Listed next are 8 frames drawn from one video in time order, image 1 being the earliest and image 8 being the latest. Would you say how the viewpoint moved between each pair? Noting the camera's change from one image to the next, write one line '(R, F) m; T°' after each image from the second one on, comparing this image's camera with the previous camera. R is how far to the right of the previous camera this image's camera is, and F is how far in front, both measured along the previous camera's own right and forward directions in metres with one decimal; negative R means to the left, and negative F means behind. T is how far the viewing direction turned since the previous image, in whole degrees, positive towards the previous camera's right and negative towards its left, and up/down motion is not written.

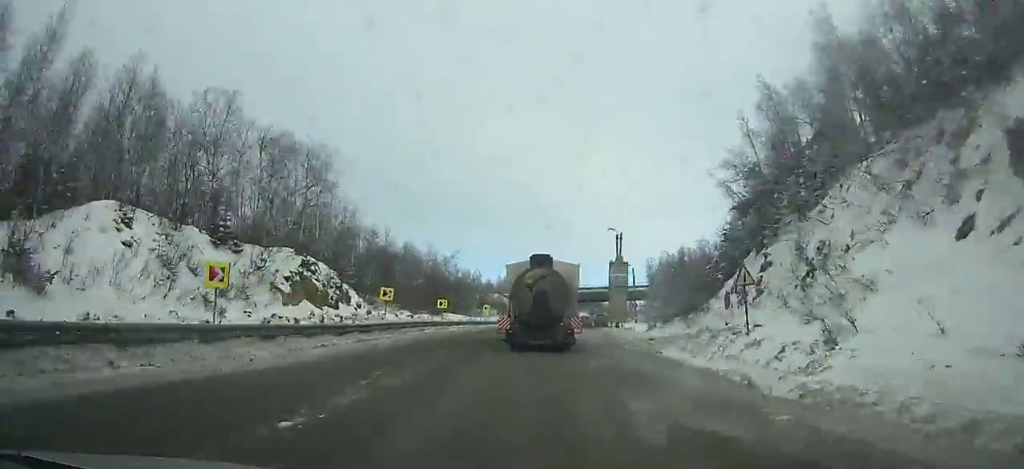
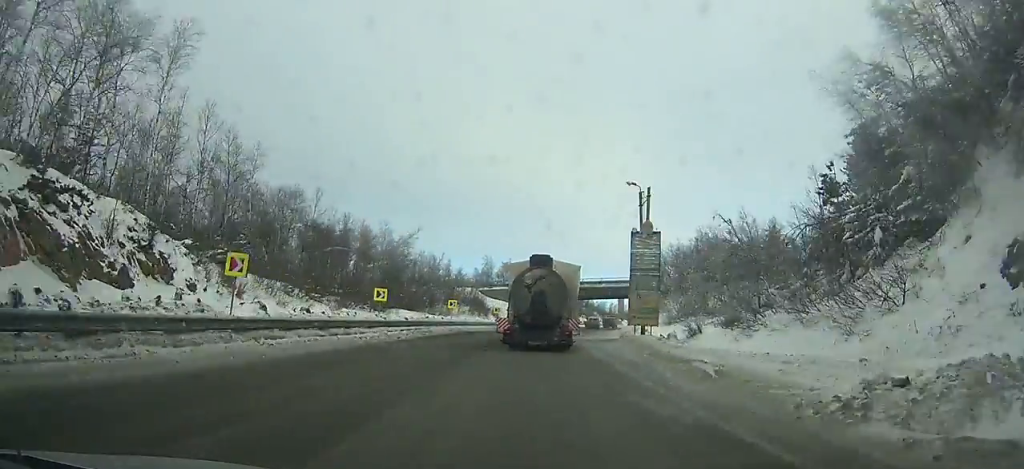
(0.0, +18.3) m; +2°
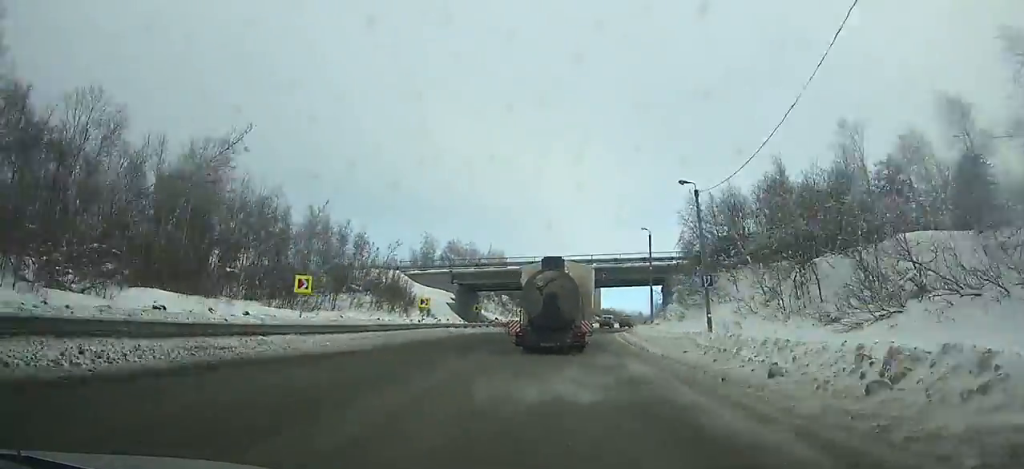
(+1.0, +33.9) m; +4°
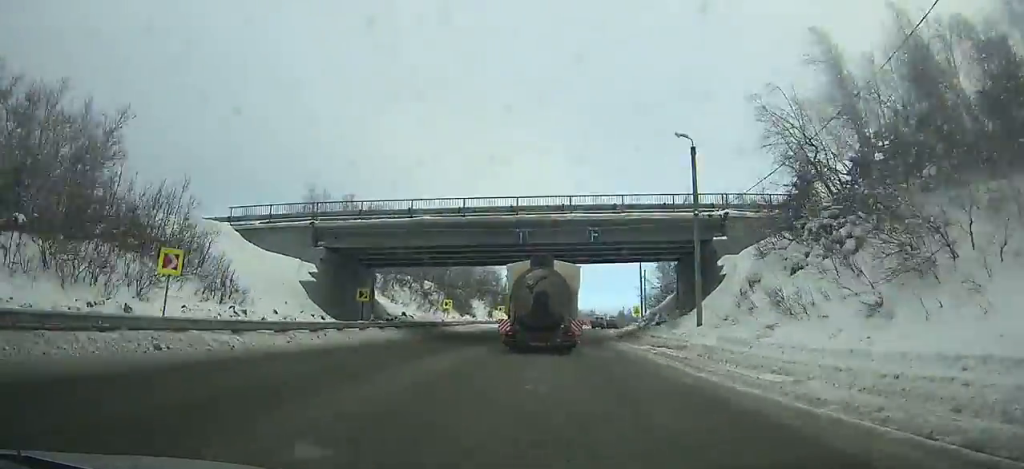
(+1.2, +29.7) m; +4°
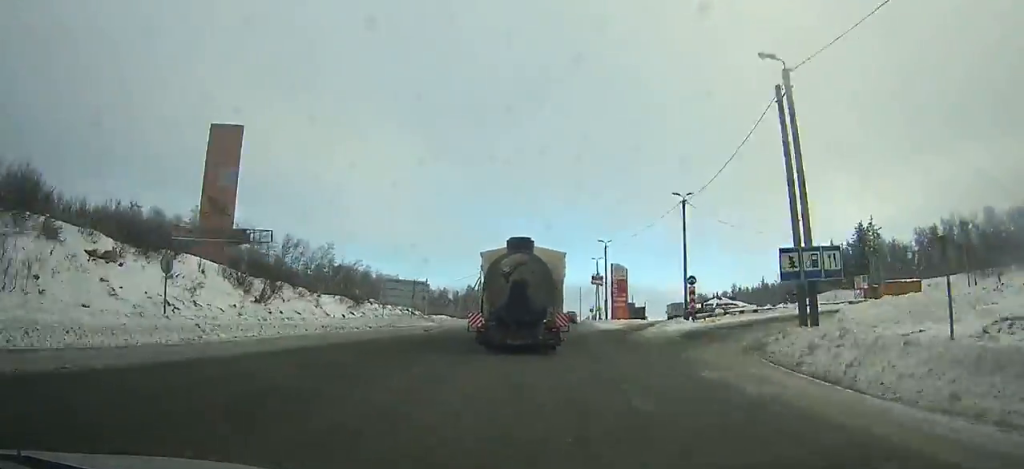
(+16.4, +107.9) m; +16°
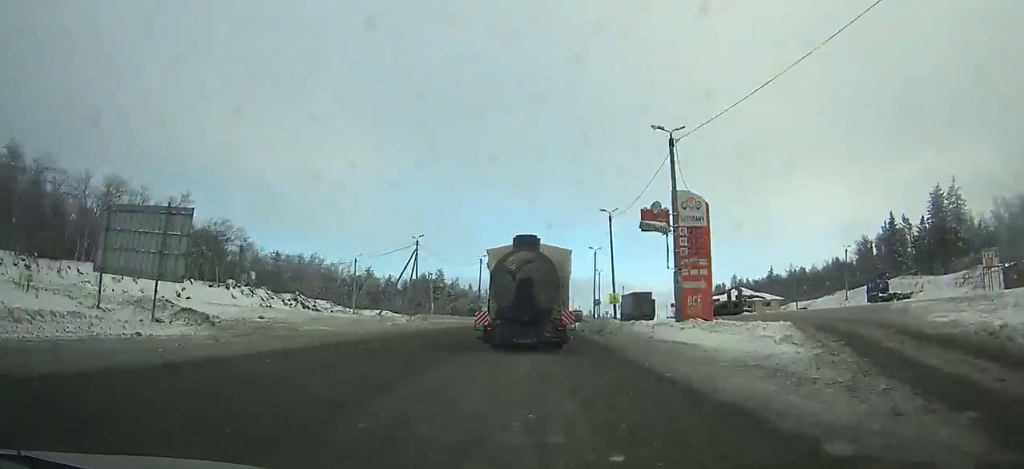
(+1.5, +40.5) m; +3°
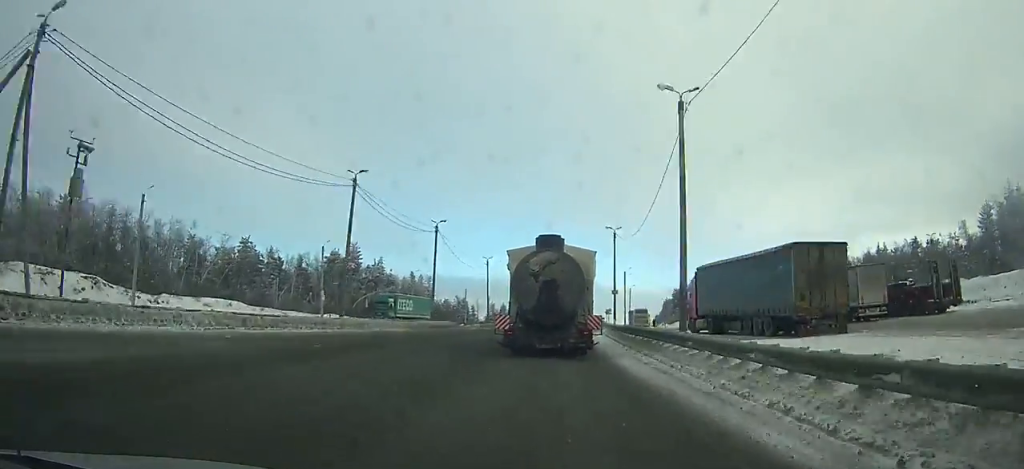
(+1.6, +53.8) m; +3°
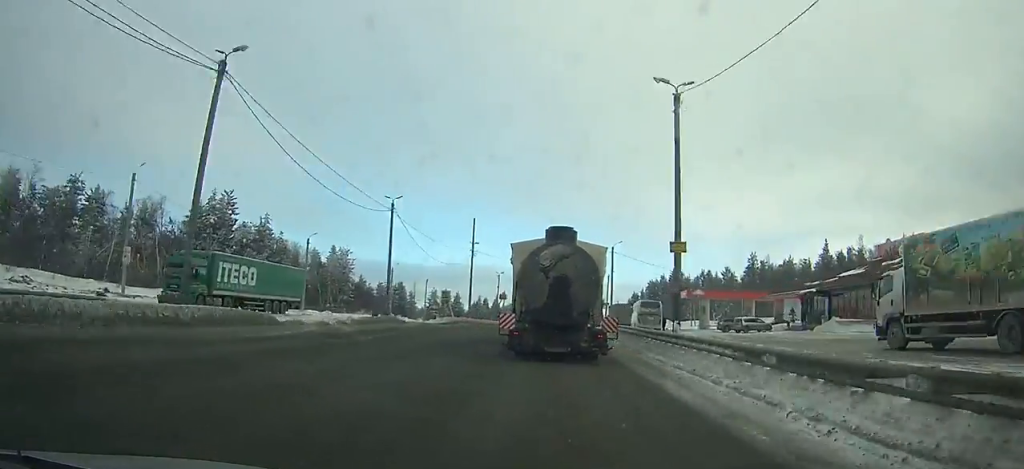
(+0.7, +35.3) m; +3°
